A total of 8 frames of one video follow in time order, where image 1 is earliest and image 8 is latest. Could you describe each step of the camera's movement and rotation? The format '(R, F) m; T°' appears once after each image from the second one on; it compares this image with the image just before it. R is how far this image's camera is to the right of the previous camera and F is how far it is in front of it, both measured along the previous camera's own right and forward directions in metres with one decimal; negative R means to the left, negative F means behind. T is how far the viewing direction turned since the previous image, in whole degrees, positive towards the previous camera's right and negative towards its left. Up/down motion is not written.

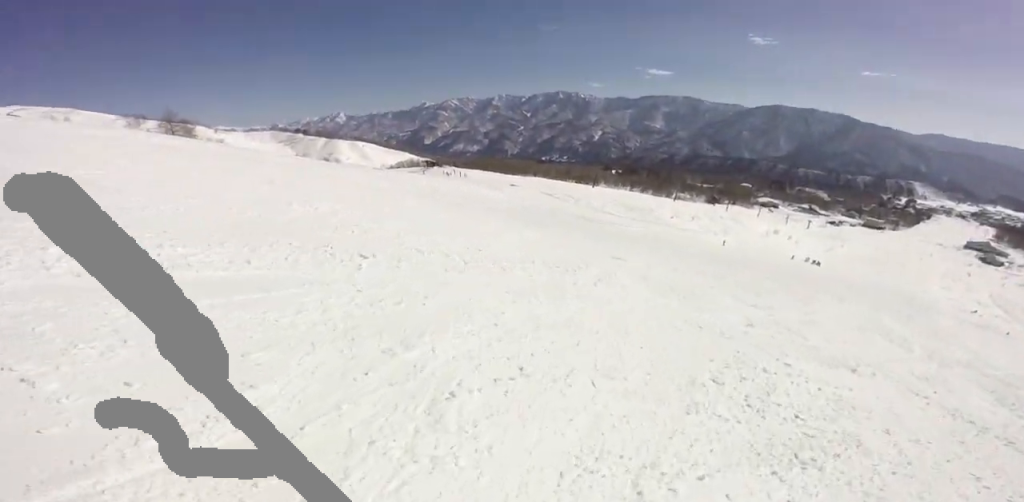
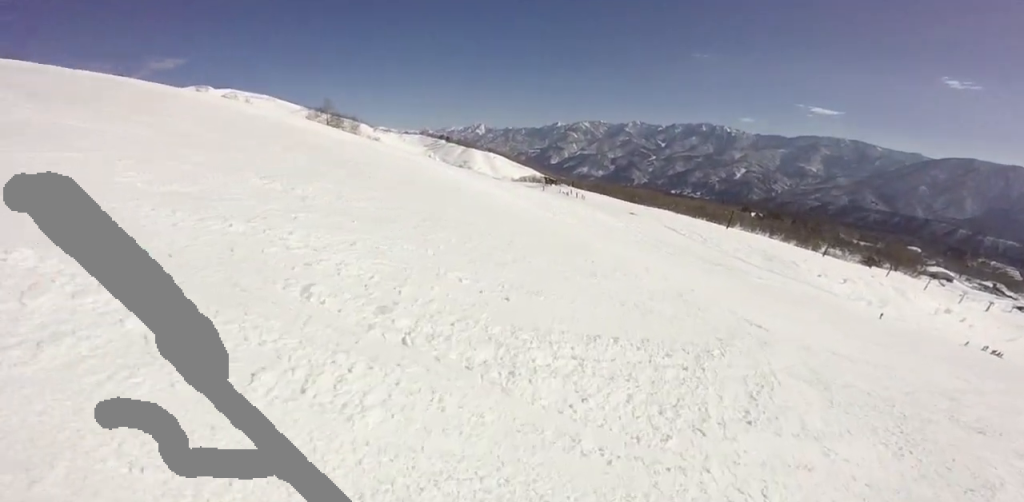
(-1.0, +3.7) m; -18°
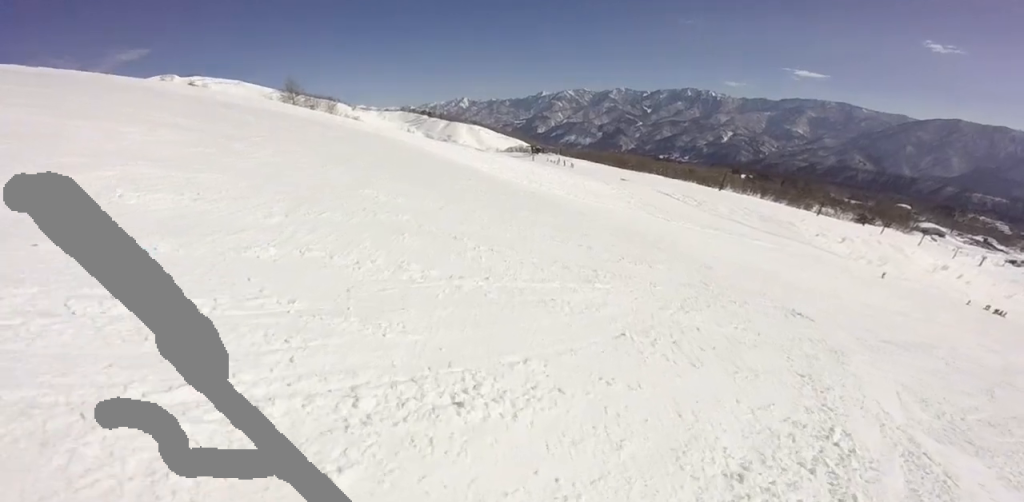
(-0.3, +3.2) m; -5°
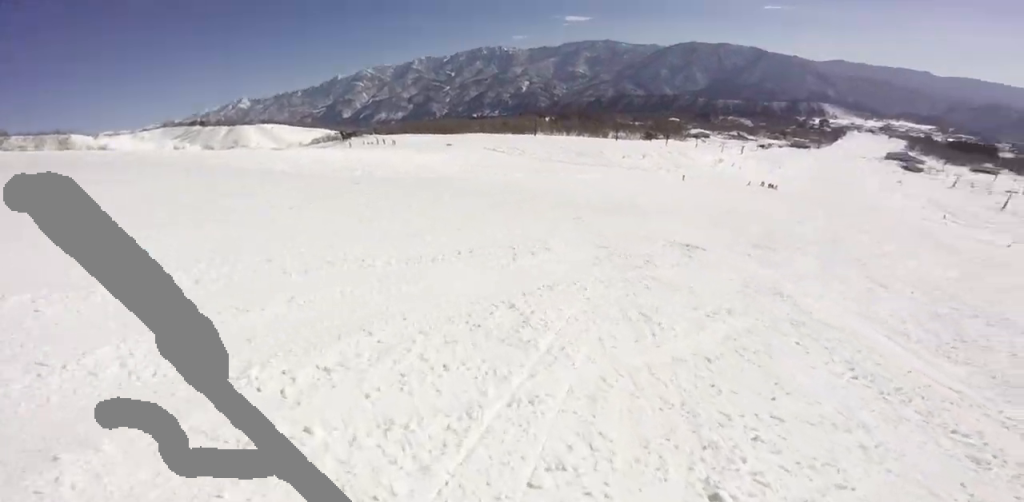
(0.0, +3.2) m; +11°
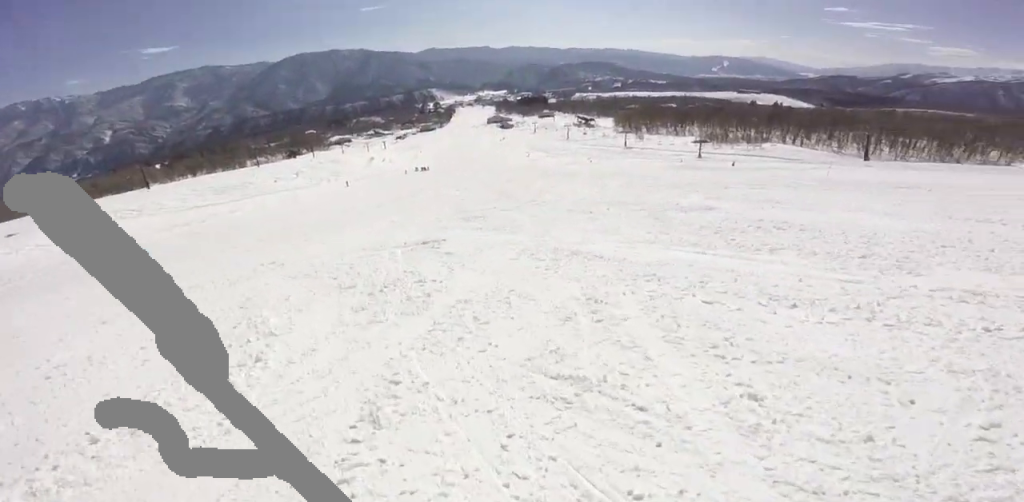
(-0.4, +2.6) m; +24°
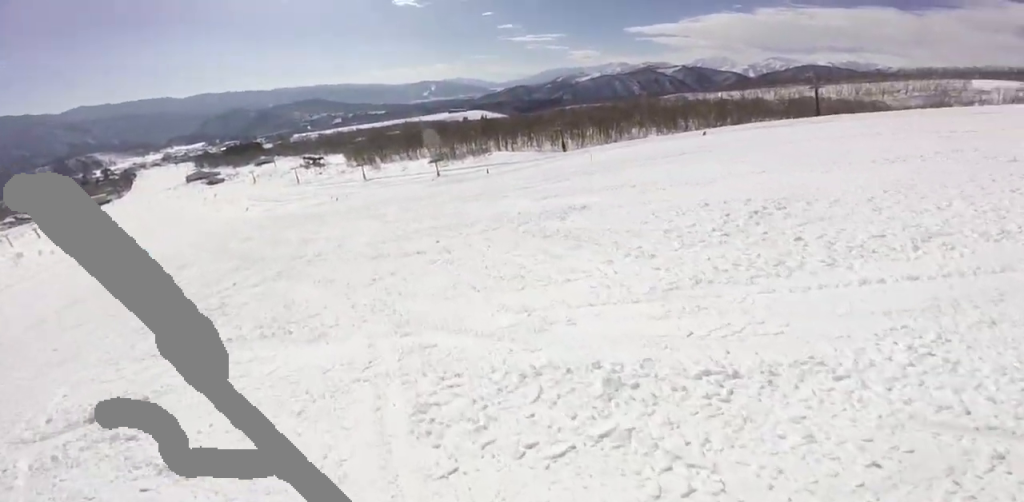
(+2.1, +3.3) m; +33°
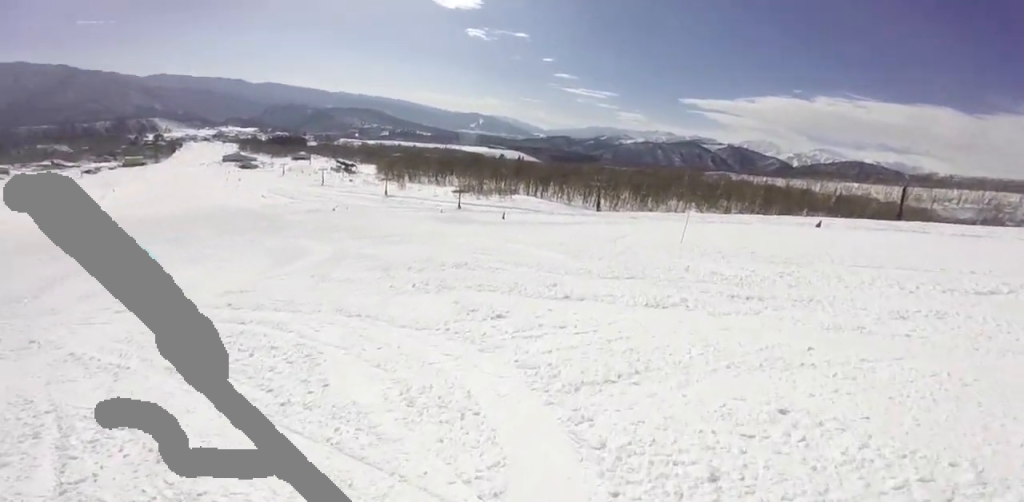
(+0.2, +8.4) m; +6°
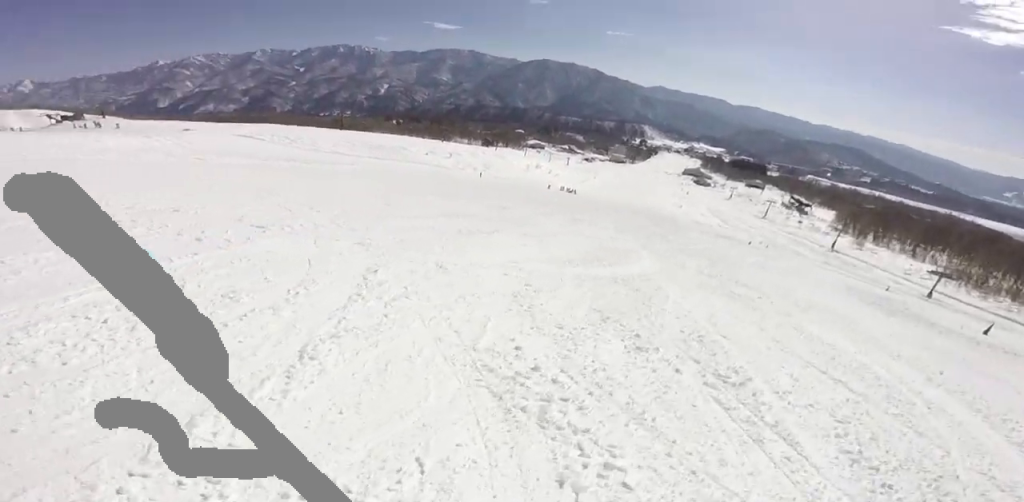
(-0.1, +4.9) m; -22°
